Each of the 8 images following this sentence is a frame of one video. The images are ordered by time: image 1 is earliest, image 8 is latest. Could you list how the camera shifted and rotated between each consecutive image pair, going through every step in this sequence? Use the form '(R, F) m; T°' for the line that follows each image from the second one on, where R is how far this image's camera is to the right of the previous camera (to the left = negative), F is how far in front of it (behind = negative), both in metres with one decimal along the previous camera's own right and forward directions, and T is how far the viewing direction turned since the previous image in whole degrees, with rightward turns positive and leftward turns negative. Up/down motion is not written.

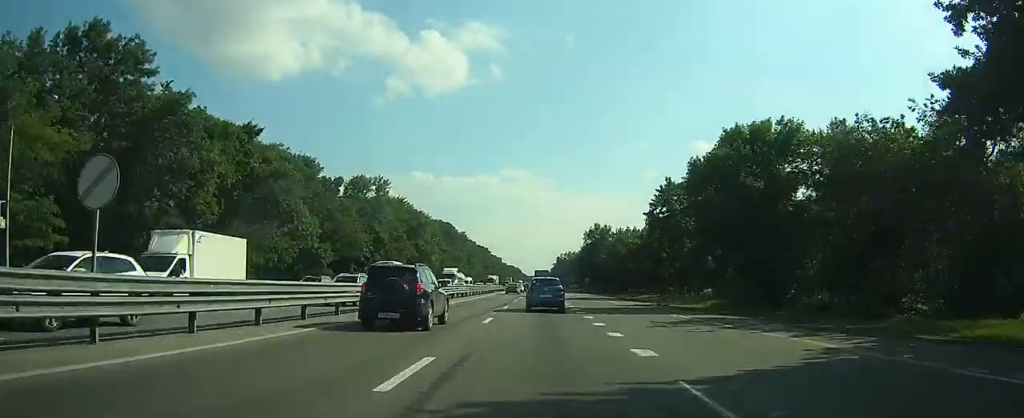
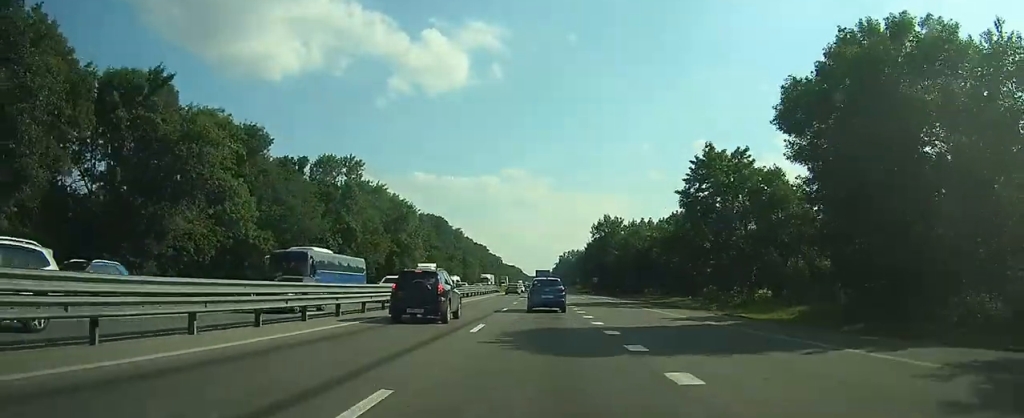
(+0.1, +16.1) m; 0°
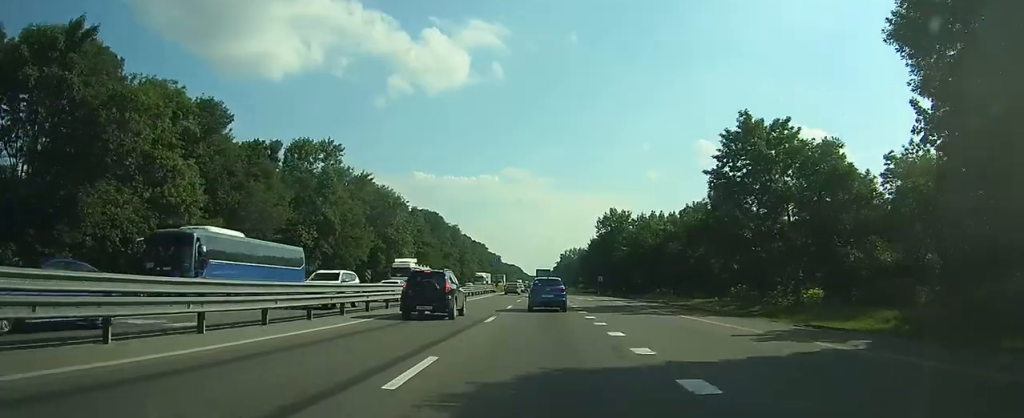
(-0.1, +9.0) m; 0°
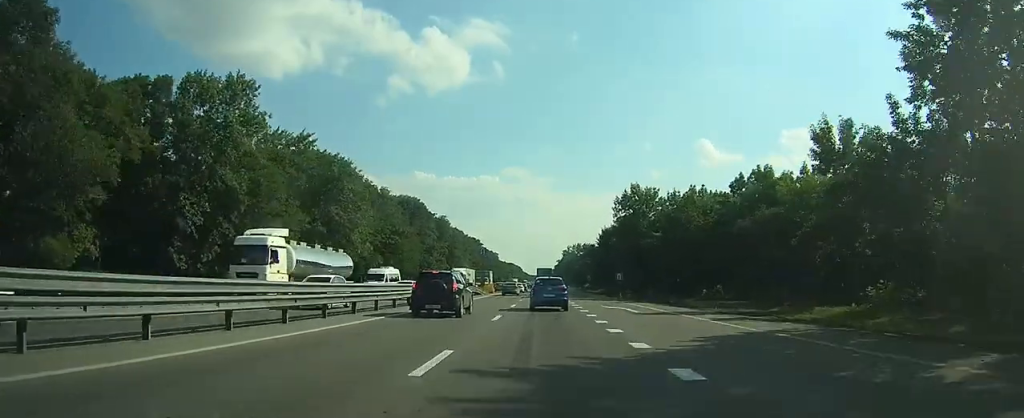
(-0.2, +23.7) m; -1°
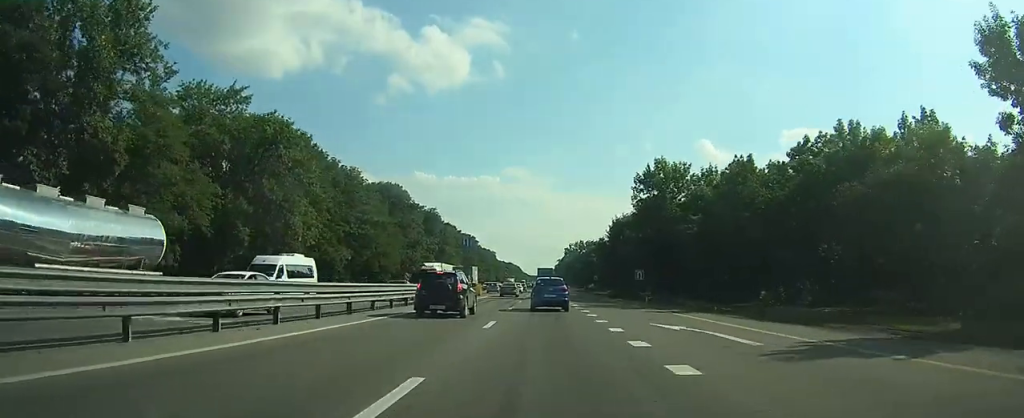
(0.0, +15.8) m; +1°
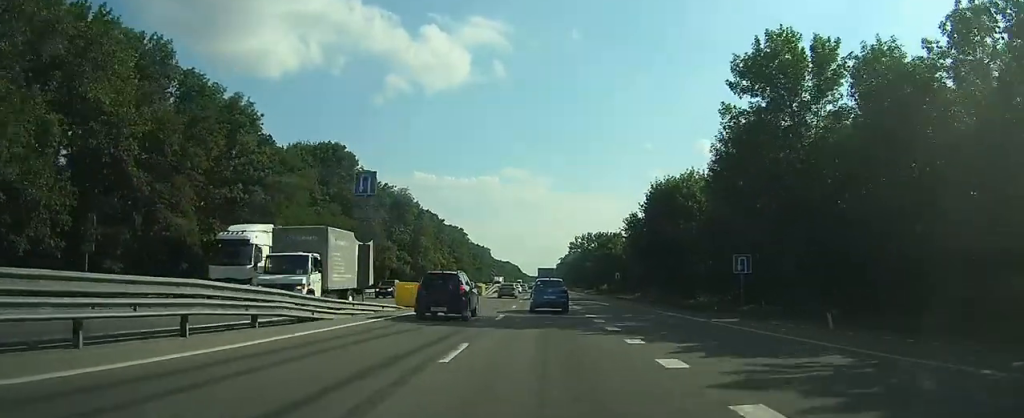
(+0.6, +30.9) m; +2°
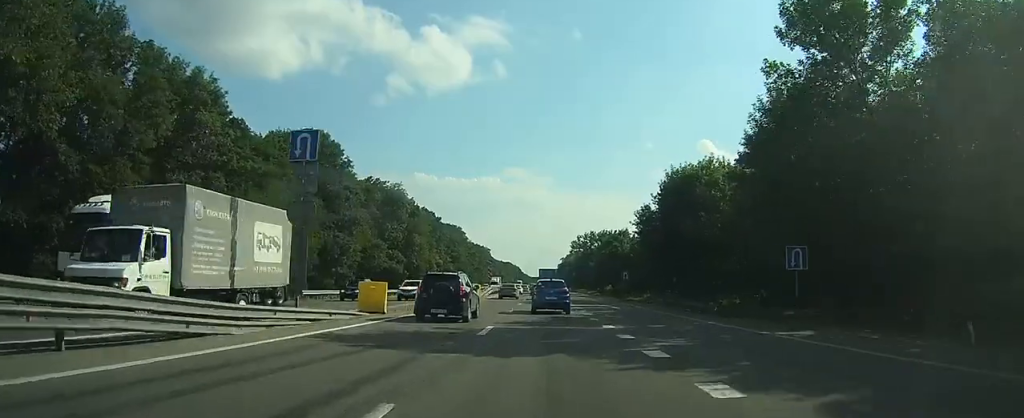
(0.0, +6.3) m; 0°
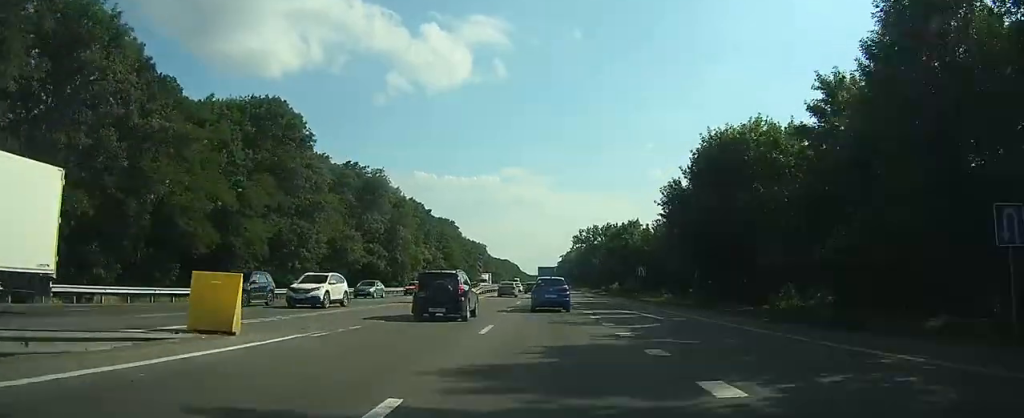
(0.0, +11.6) m; 0°
